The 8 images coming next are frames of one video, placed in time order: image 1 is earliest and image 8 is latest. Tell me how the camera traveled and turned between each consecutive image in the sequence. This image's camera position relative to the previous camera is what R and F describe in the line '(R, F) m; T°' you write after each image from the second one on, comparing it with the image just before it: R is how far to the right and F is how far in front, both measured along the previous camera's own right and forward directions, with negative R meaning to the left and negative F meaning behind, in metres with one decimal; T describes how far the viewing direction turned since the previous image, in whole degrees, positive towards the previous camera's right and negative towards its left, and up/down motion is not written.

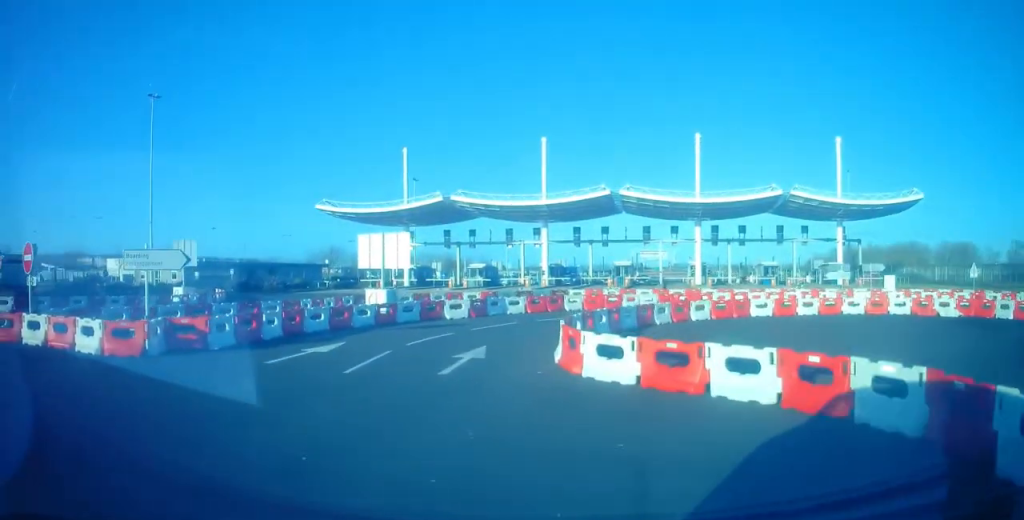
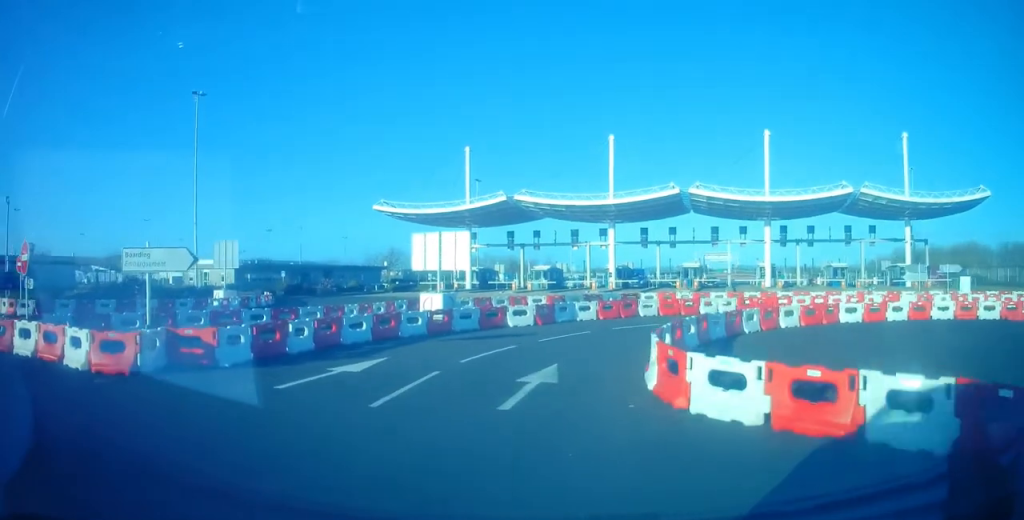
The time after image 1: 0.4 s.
(-0.1, +2.3) m; -7°
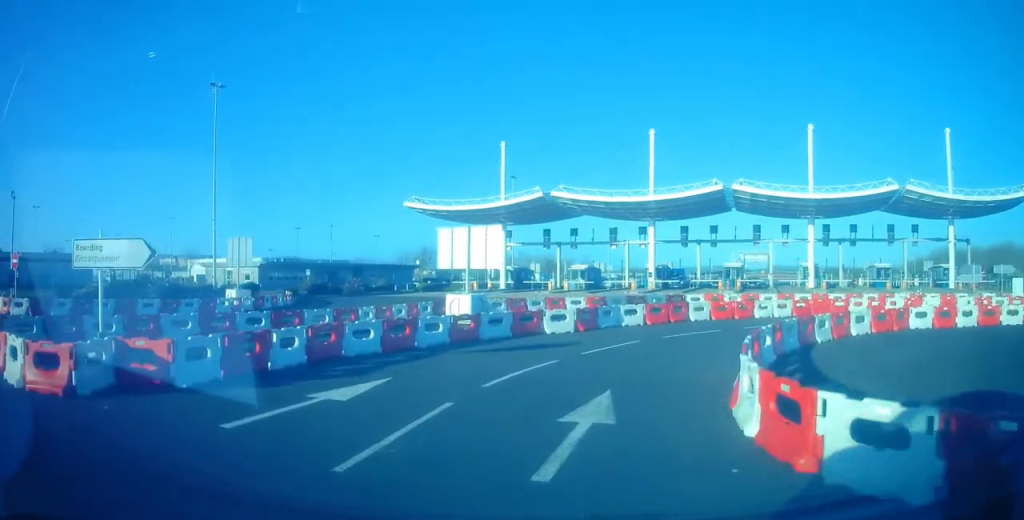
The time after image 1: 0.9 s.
(-0.2, +2.5) m; -3°
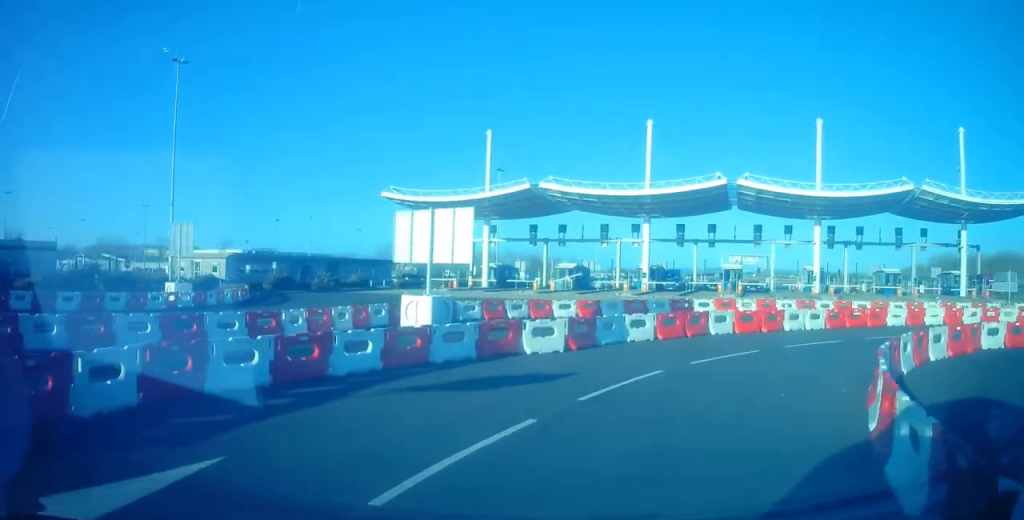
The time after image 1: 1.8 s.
(-0.2, +4.8) m; +1°
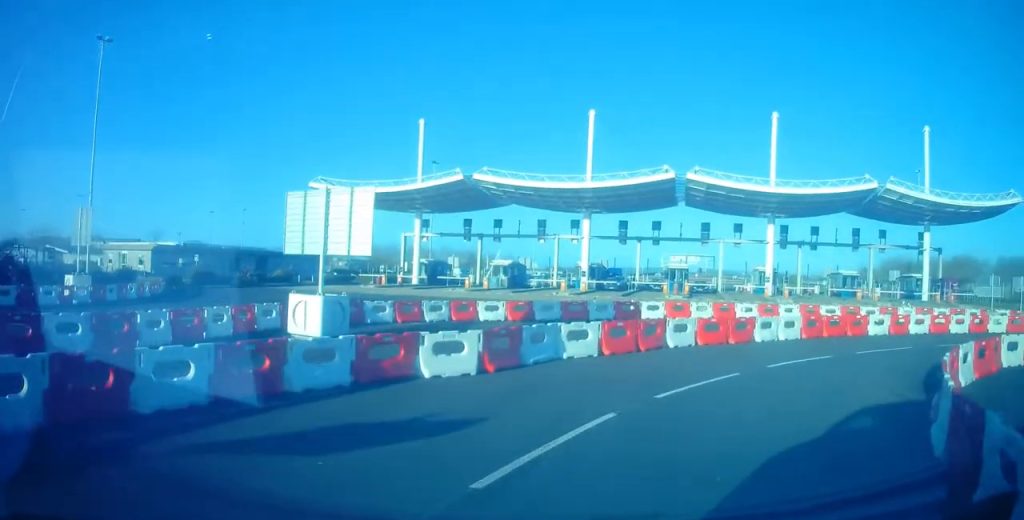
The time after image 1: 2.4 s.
(-0.1, +3.5) m; +7°
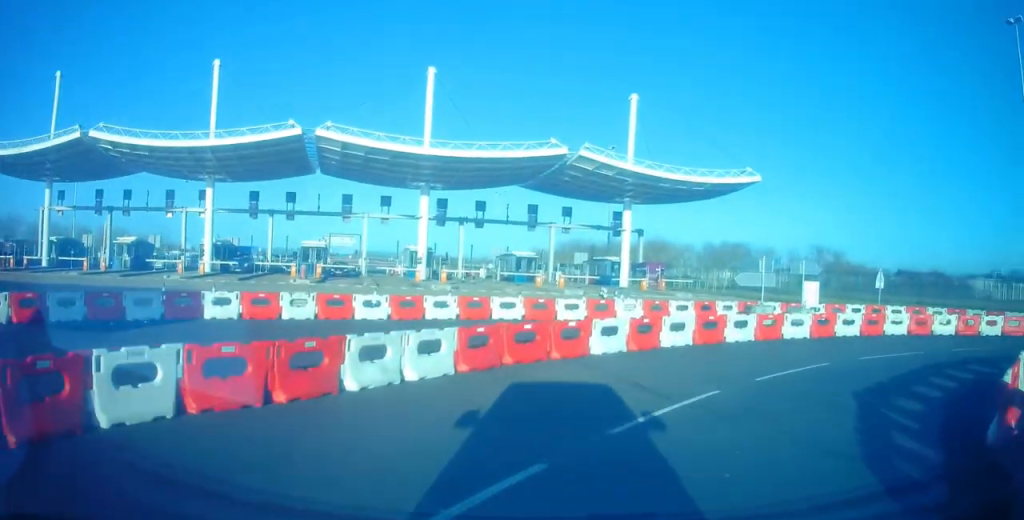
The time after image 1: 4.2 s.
(+2.9, +9.2) m; +34°
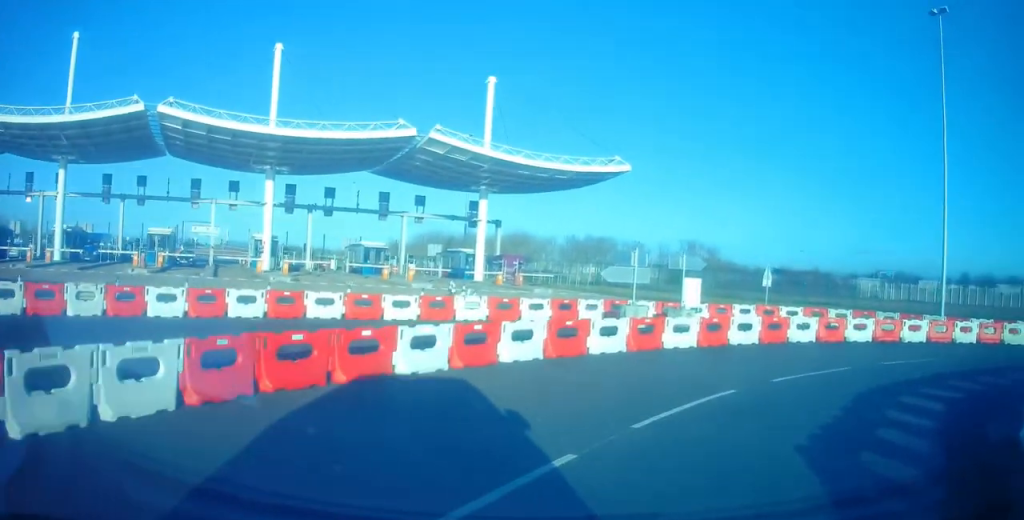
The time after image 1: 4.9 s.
(+0.4, +3.5) m; +14°
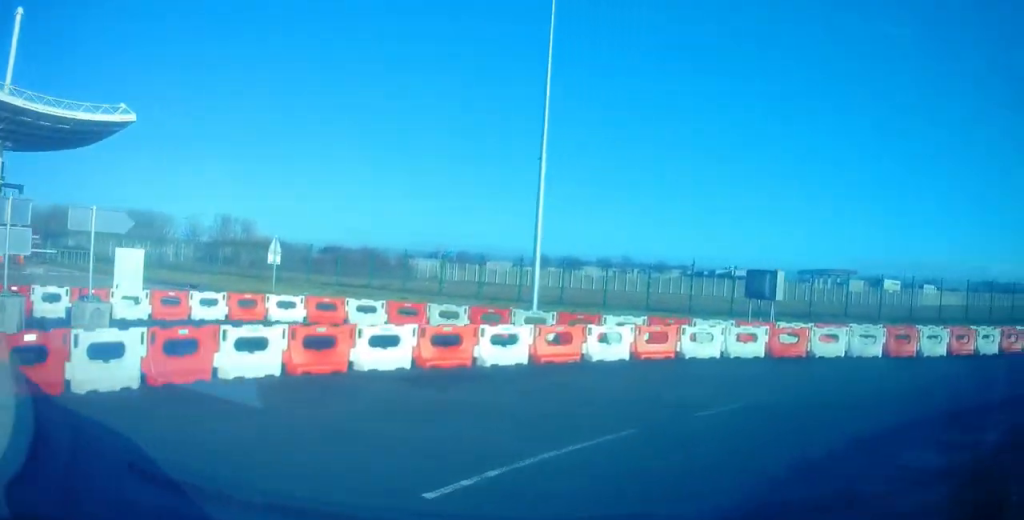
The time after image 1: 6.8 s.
(+3.8, +8.5) m; +50°
